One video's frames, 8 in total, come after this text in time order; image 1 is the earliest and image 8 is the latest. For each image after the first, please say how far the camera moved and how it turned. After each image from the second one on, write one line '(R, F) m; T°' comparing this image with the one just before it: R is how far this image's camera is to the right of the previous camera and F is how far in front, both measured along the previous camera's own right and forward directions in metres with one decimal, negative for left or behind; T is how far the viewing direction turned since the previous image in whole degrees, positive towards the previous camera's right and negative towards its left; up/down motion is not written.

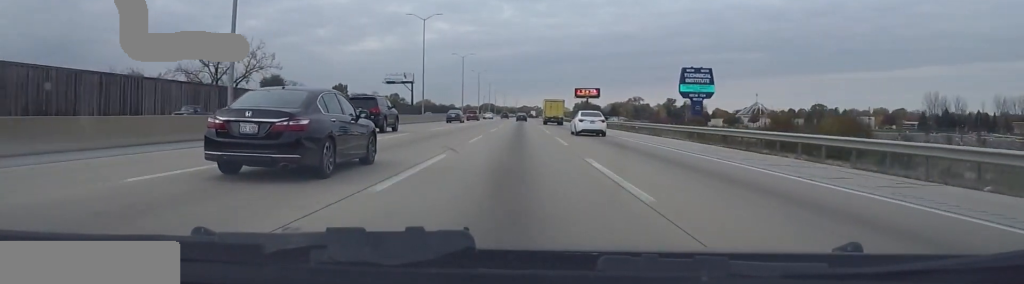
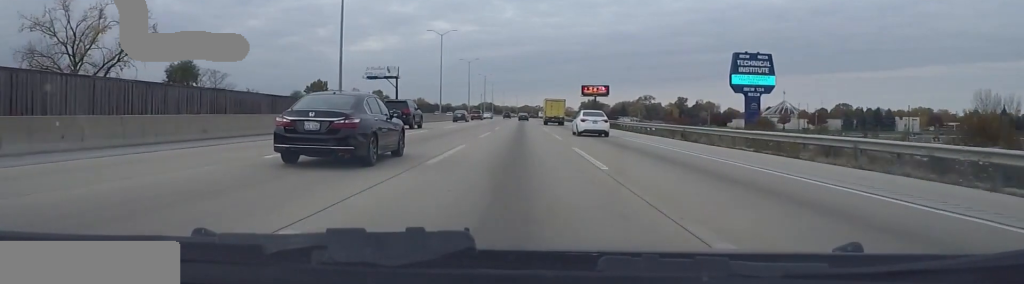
(+0.4, +39.4) m; +1°
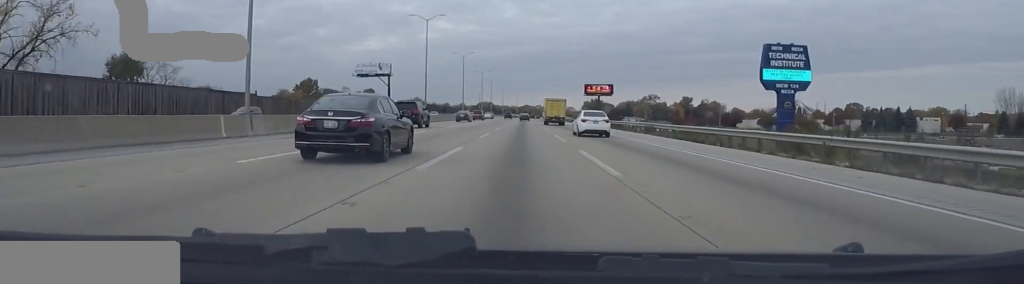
(-0.7, +15.7) m; +1°
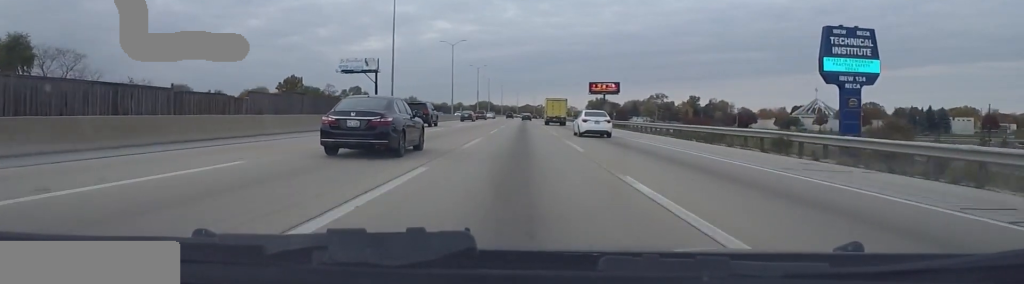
(+1.4, +22.5) m; 0°
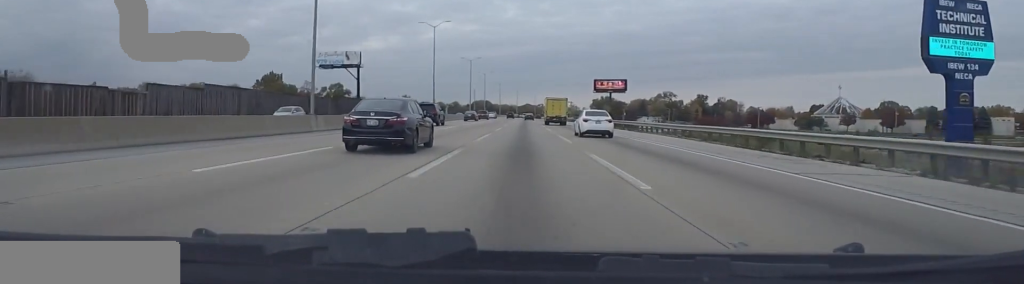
(-0.8, +24.3) m; -1°
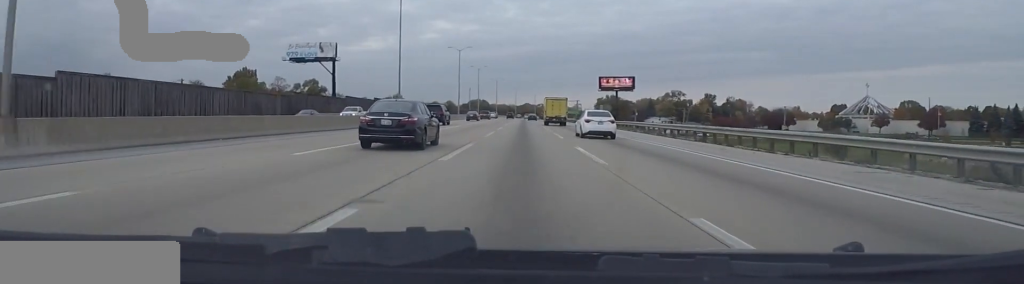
(-0.1, +26.0) m; 0°
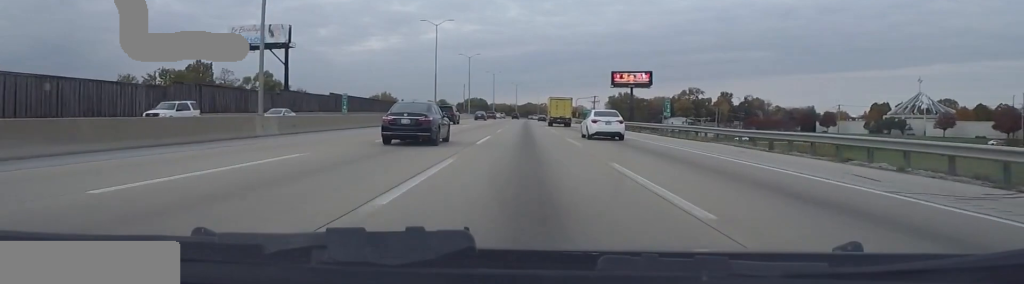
(+0.6, +38.8) m; 0°
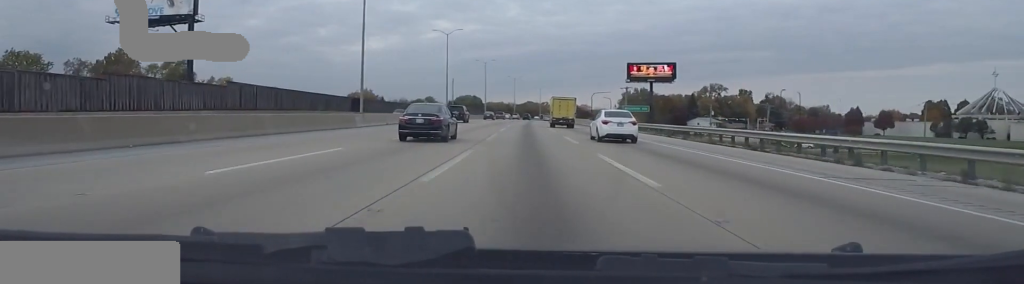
(-0.8, +43.5) m; -1°
